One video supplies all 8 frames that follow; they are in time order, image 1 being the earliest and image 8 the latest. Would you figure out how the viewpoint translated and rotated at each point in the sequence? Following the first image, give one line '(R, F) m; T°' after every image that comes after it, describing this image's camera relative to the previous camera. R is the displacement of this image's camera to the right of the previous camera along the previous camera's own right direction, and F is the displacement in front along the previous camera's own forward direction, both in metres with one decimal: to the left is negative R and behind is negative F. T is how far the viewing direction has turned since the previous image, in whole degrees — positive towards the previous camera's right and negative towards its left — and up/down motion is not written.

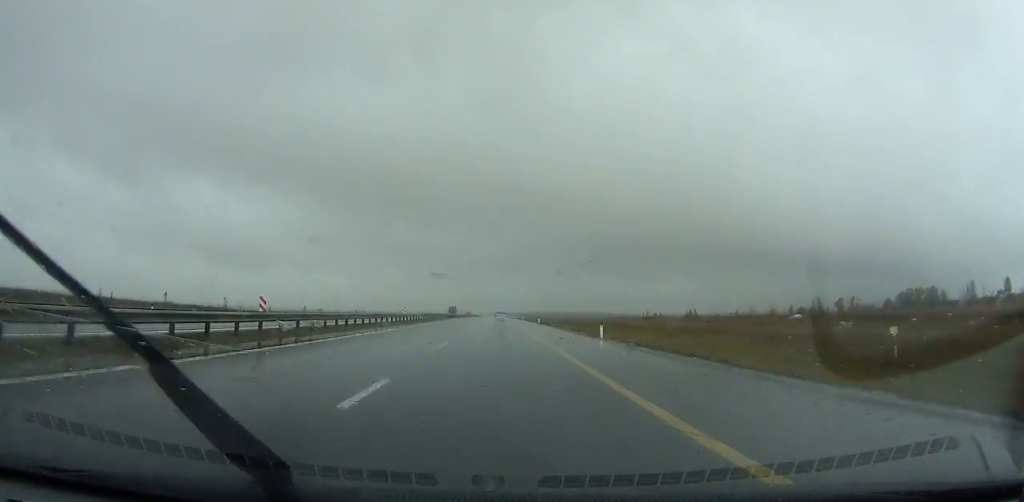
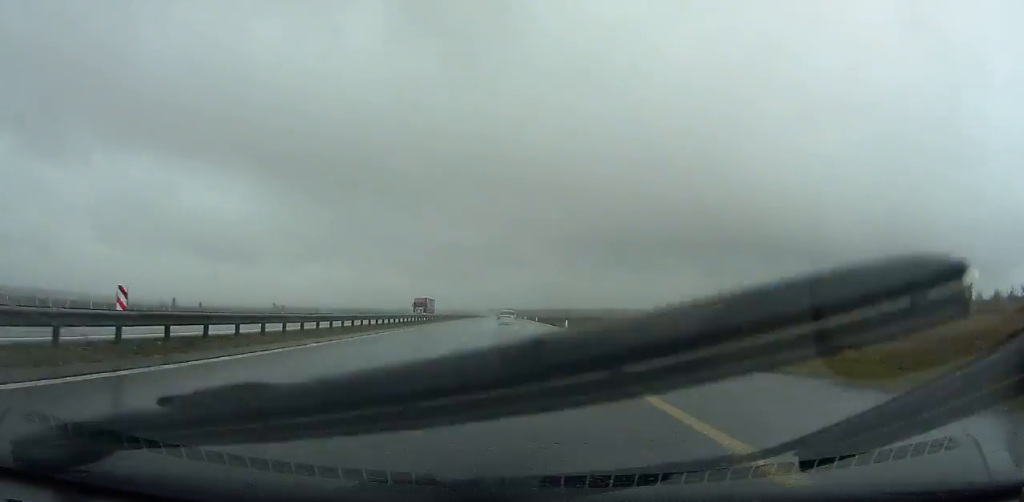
(-0.4, +129.3) m; -1°
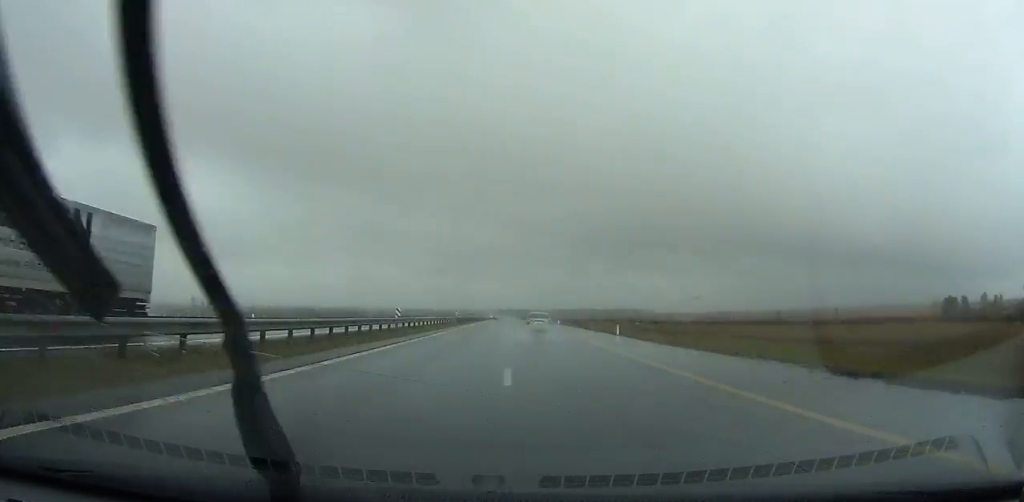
(-0.3, +62.9) m; 0°
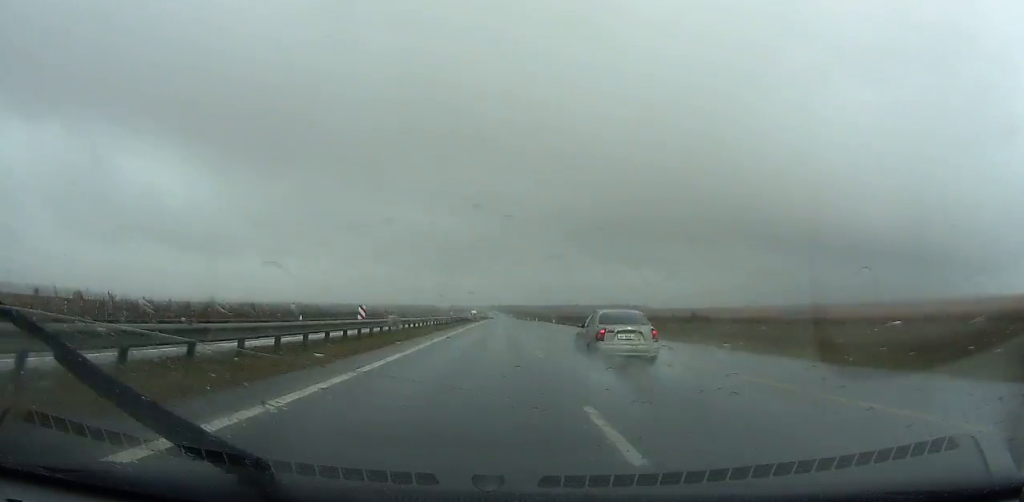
(-0.1, +87.0) m; 0°
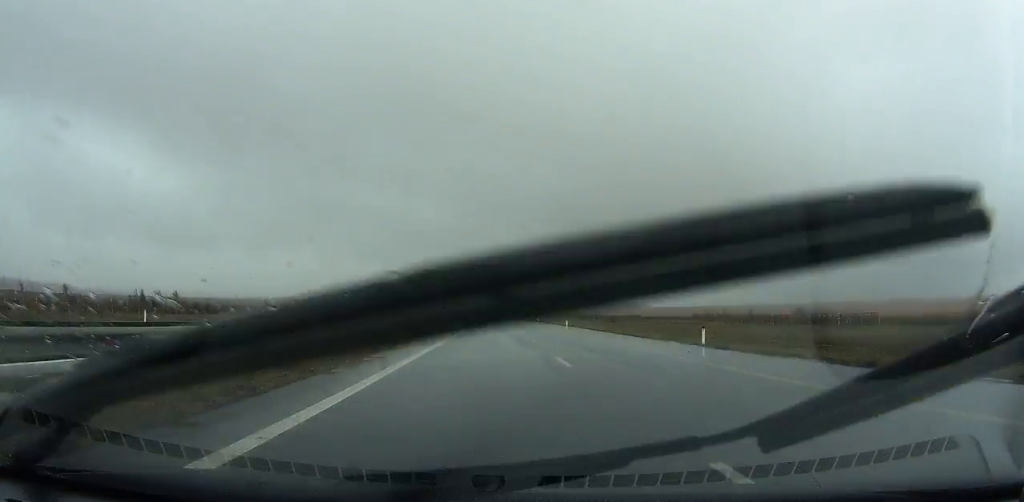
(+0.4, +73.1) m; +1°
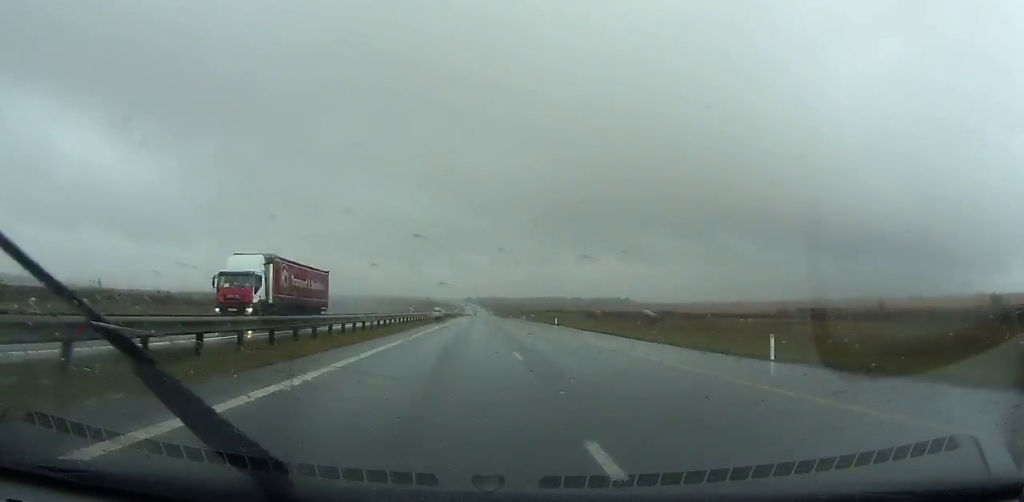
(+0.3, +58.6) m; +1°
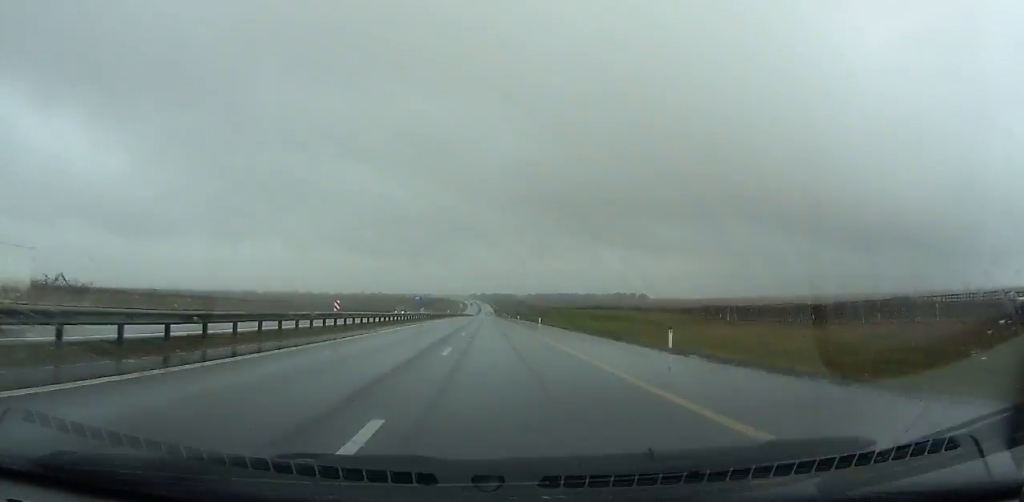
(+0.5, +95.0) m; 0°
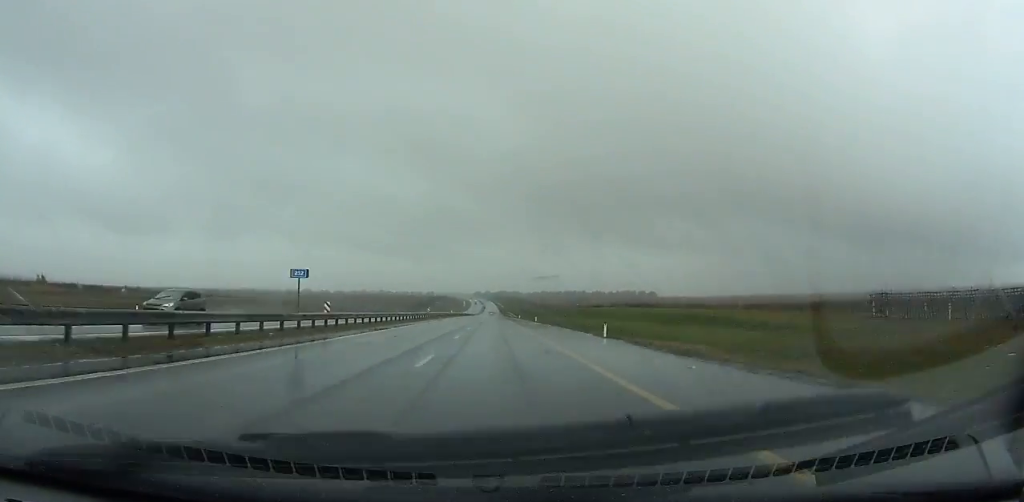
(-0.3, +39.5) m; 0°
